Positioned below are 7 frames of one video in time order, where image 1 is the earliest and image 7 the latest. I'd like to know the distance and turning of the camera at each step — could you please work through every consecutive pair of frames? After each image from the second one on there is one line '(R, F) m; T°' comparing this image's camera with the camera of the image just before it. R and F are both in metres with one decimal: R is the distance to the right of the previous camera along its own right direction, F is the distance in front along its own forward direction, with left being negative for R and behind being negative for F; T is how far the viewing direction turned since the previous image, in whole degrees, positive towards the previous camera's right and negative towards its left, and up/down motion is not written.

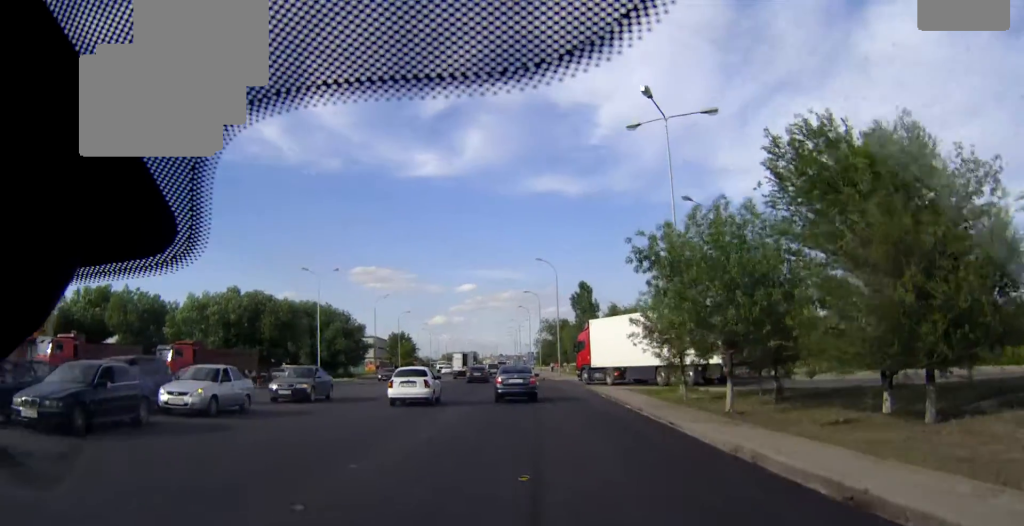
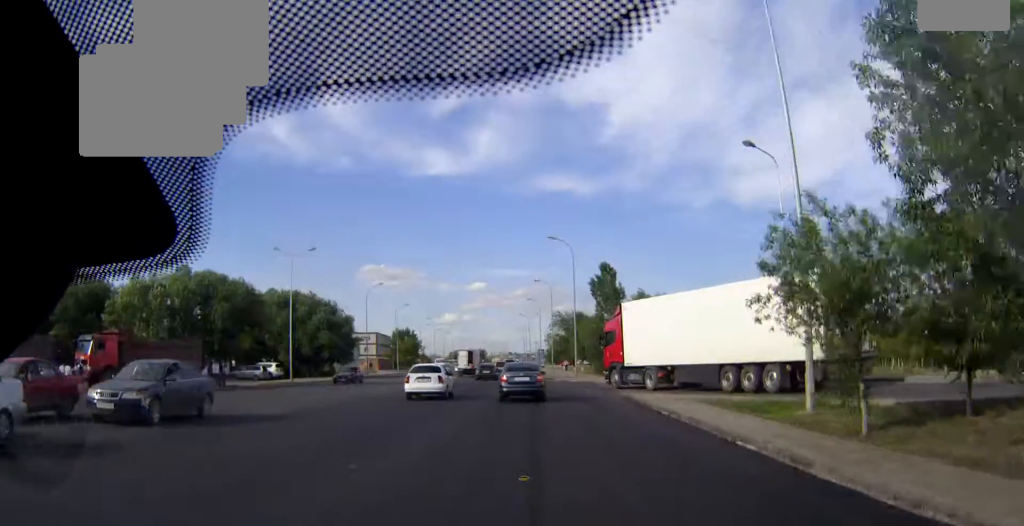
(-0.2, +11.3) m; -1°
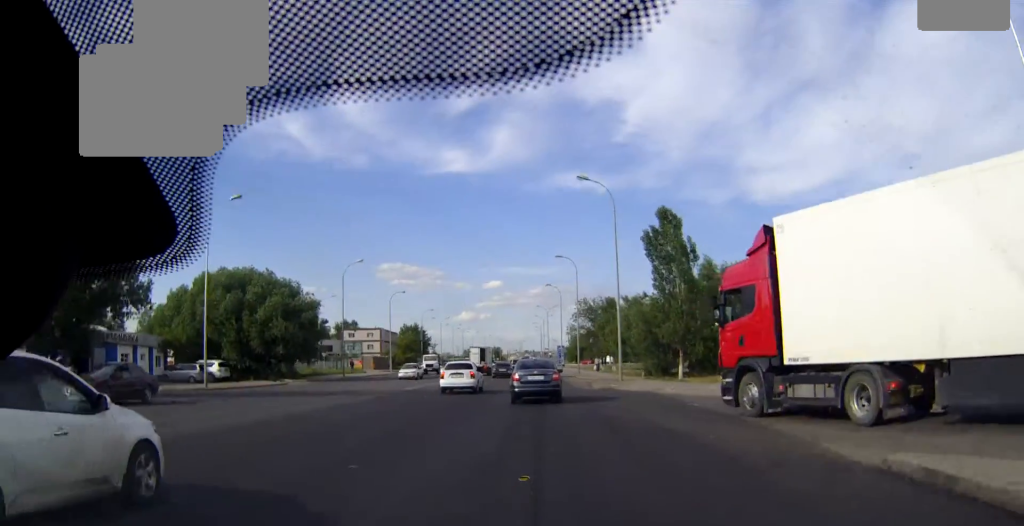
(-0.2, +20.4) m; -2°
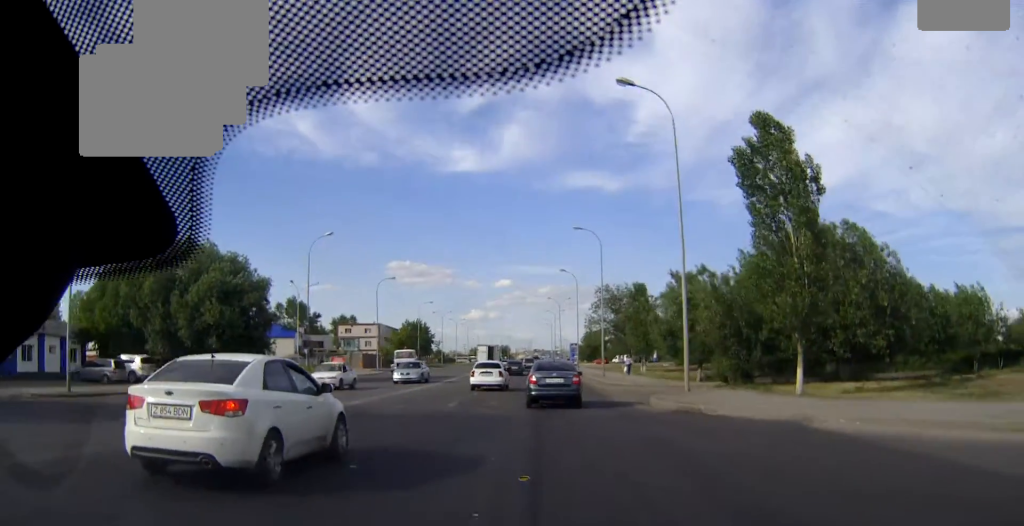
(-0.3, +16.2) m; -1°
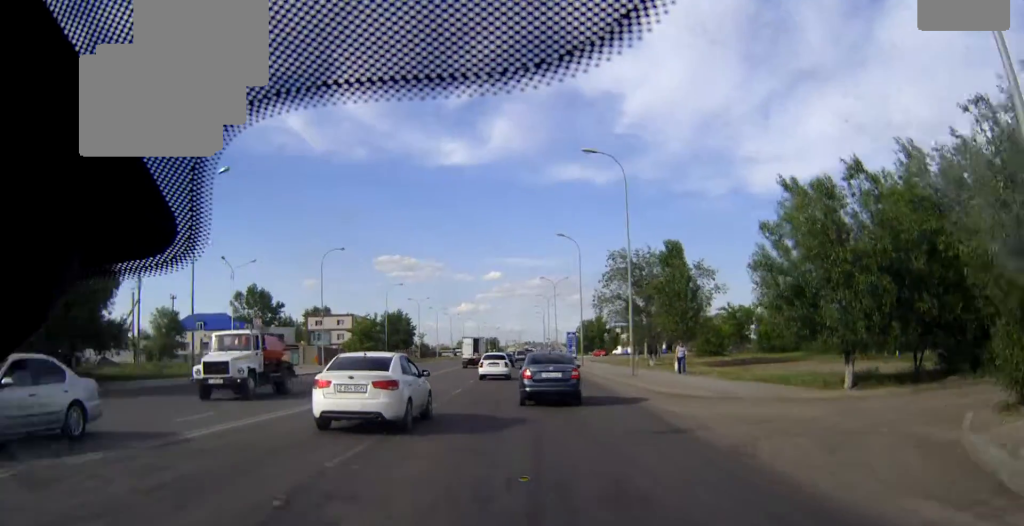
(+0.3, +21.6) m; +1°
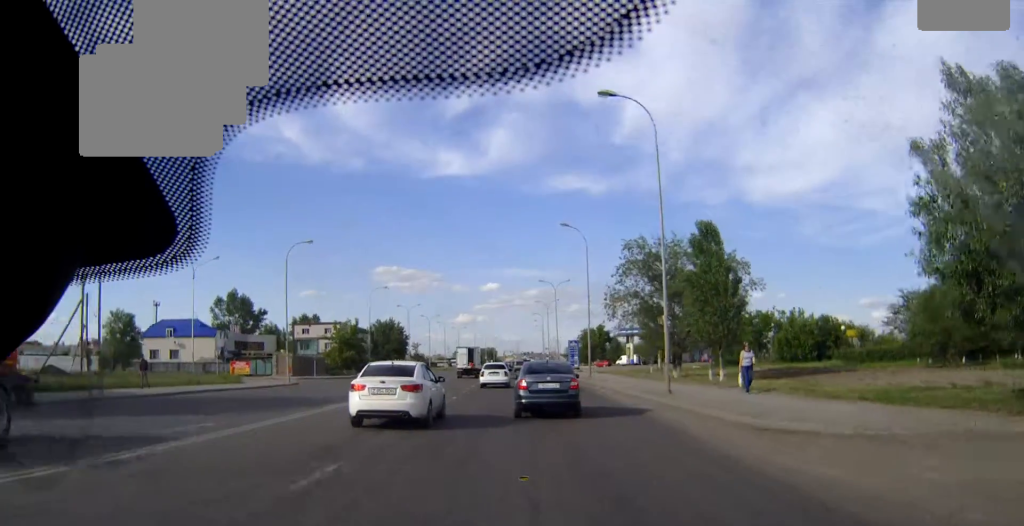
(+0.1, +10.3) m; 0°
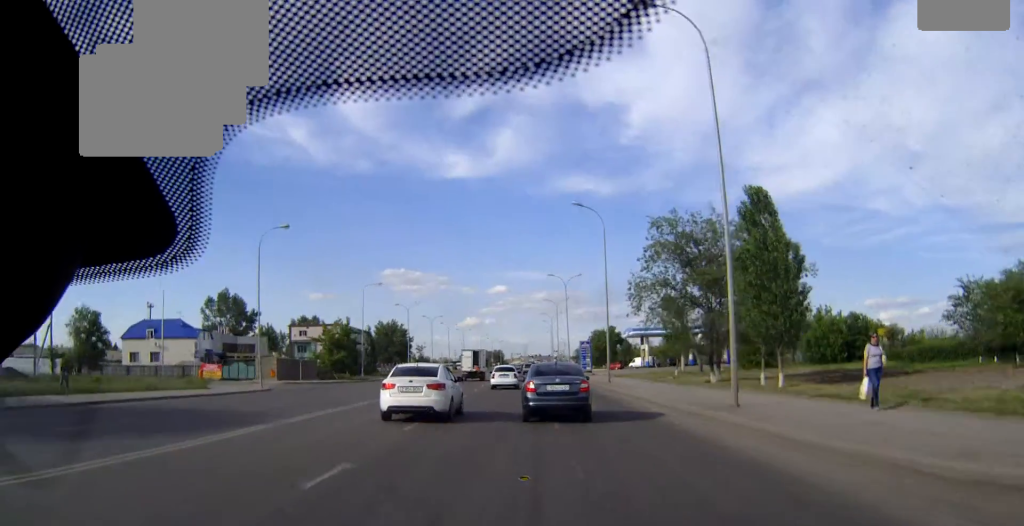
(0.0, +8.3) m; 0°
